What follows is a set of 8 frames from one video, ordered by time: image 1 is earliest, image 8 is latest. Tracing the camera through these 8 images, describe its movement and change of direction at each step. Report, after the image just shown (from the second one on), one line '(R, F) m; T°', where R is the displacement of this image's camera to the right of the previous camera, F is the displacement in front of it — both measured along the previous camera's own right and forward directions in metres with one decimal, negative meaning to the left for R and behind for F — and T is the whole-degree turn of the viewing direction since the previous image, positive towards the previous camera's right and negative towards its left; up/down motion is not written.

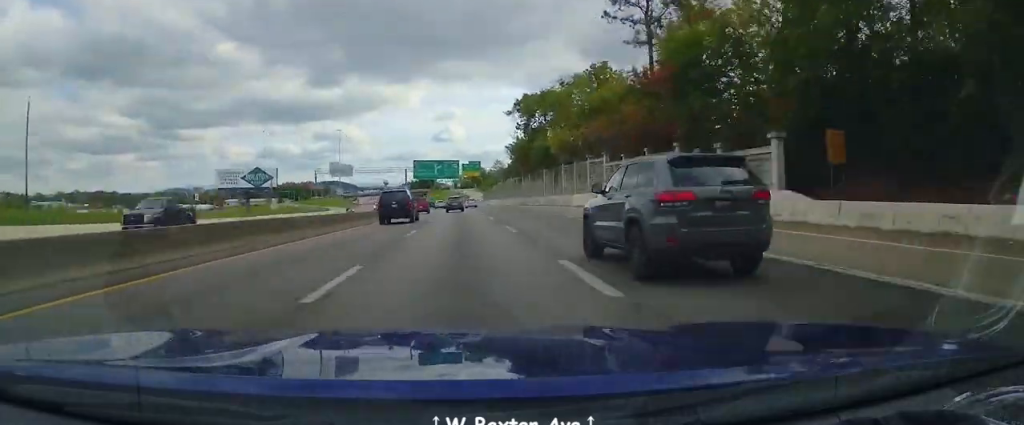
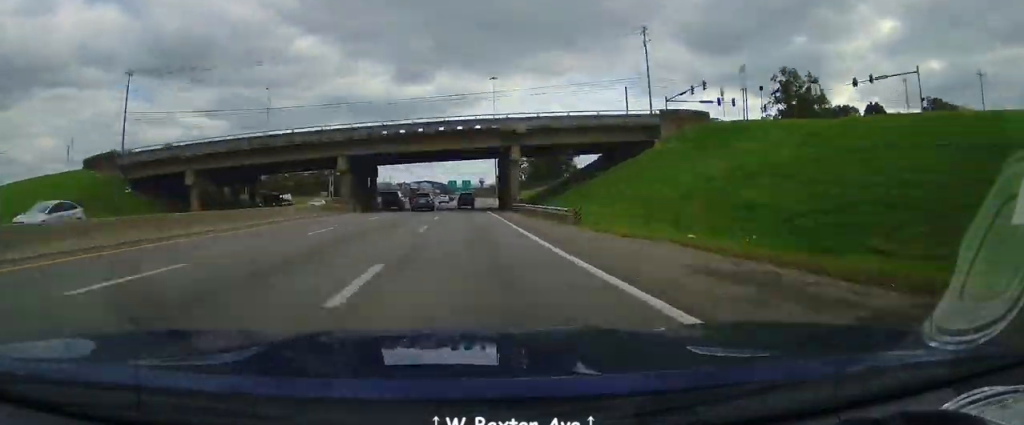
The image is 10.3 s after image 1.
(-33.4, +297.2) m; -9°
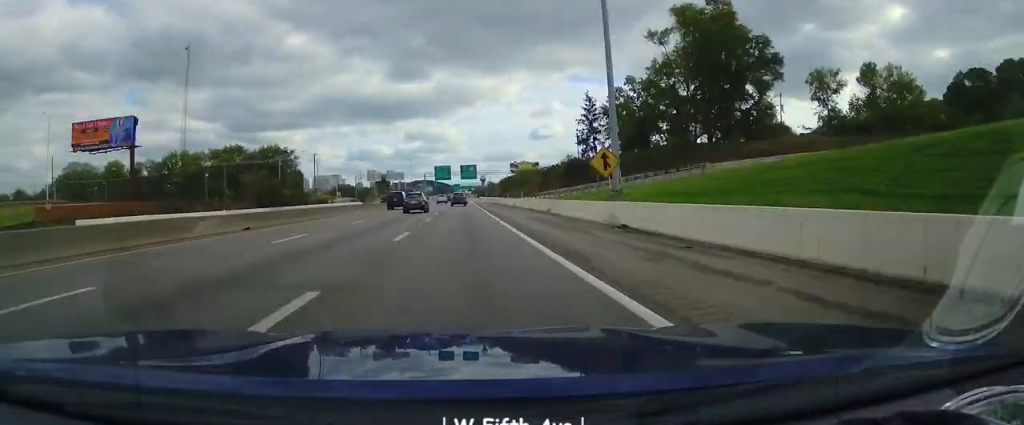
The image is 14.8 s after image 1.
(+0.1, +137.8) m; 0°
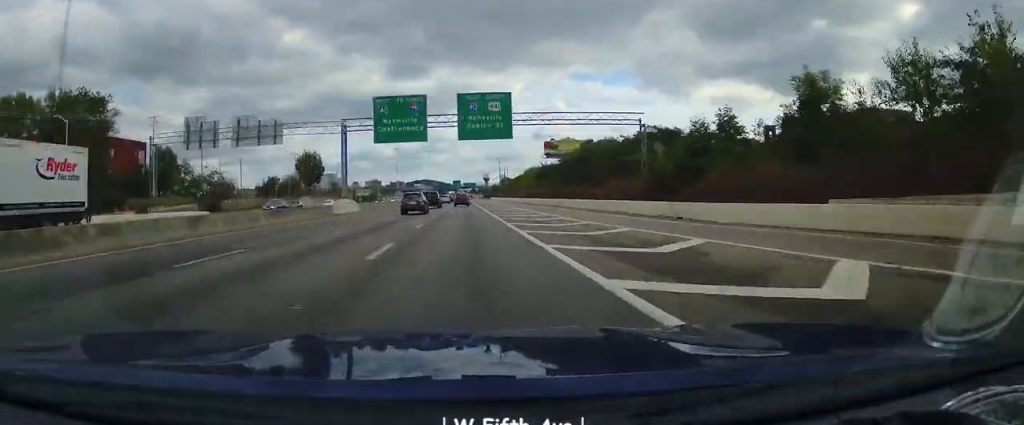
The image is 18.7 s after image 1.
(-0.1, +118.2) m; 0°
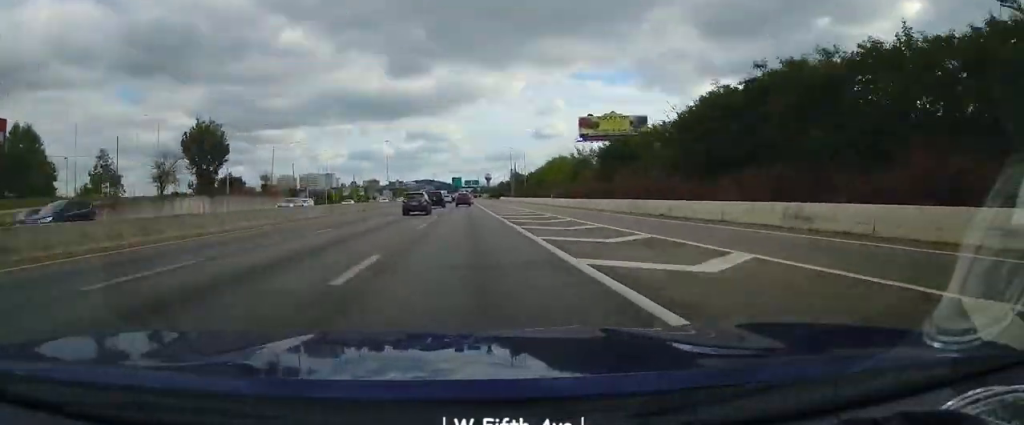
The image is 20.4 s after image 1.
(+0.1, +49.1) m; 0°
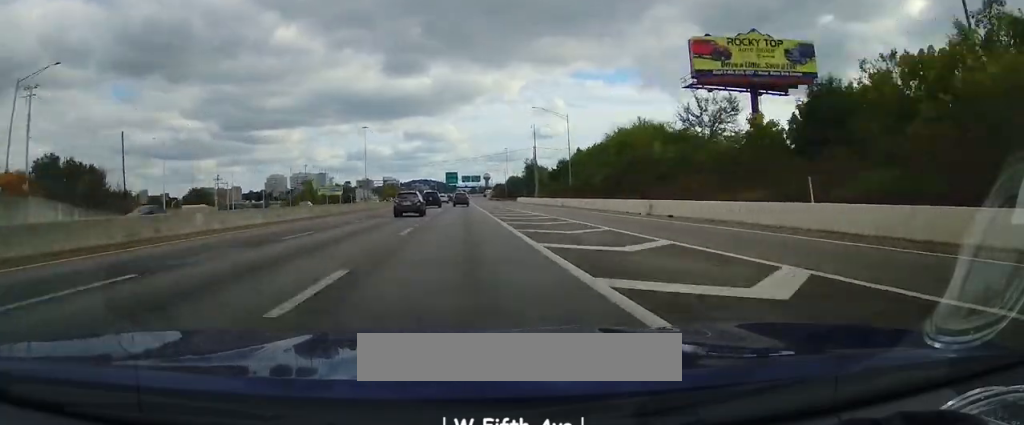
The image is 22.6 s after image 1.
(-0.2, +59.6) m; 0°
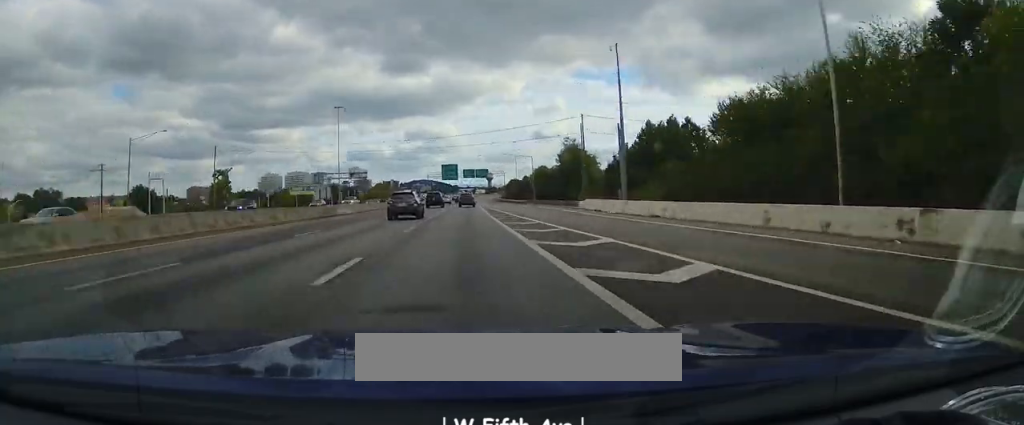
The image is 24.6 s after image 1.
(+0.5, +55.6) m; 0°
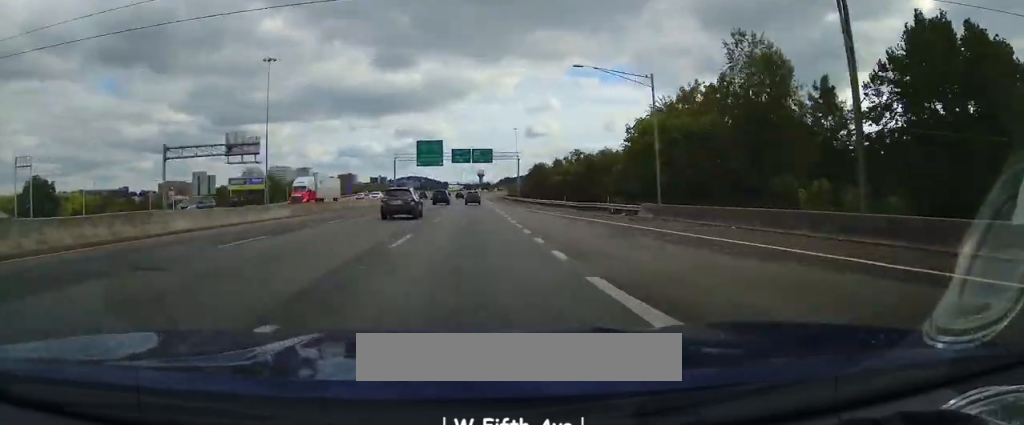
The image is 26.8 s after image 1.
(+0.4, +63.2) m; 0°
